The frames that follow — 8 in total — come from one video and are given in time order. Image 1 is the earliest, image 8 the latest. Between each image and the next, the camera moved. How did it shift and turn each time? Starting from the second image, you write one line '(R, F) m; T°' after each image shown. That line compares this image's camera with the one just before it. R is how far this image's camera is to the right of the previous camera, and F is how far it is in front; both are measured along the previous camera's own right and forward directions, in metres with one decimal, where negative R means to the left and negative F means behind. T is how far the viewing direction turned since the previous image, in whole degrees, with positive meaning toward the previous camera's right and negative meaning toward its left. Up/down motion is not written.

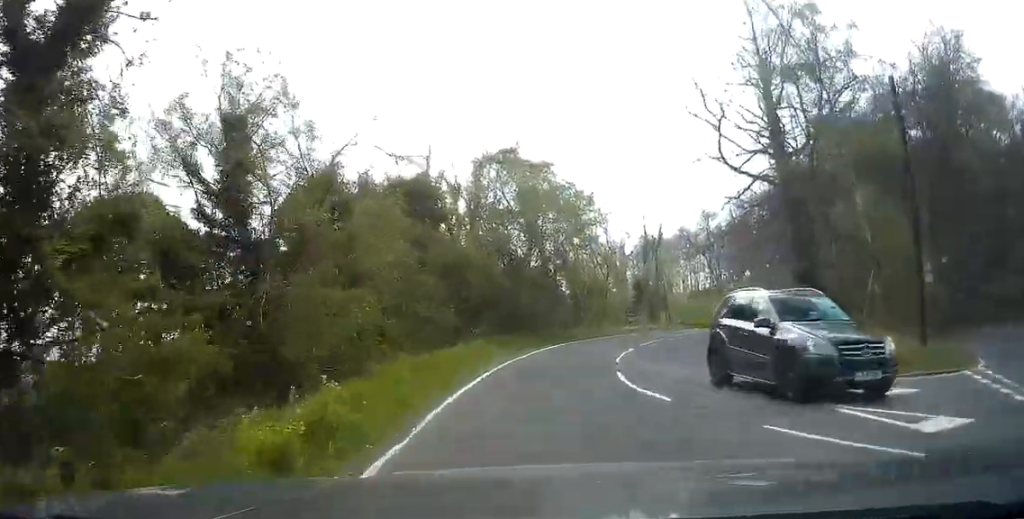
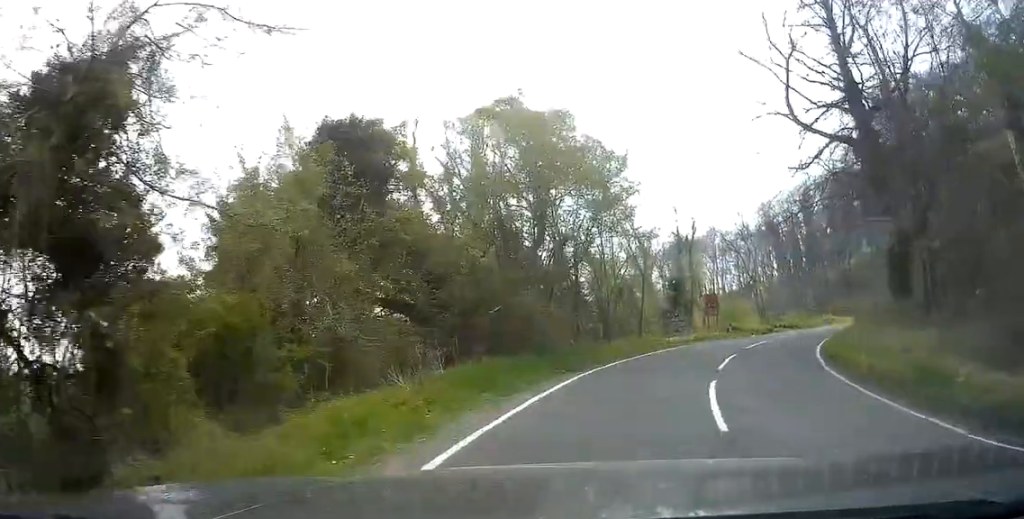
(-1.2, +12.7) m; -16°
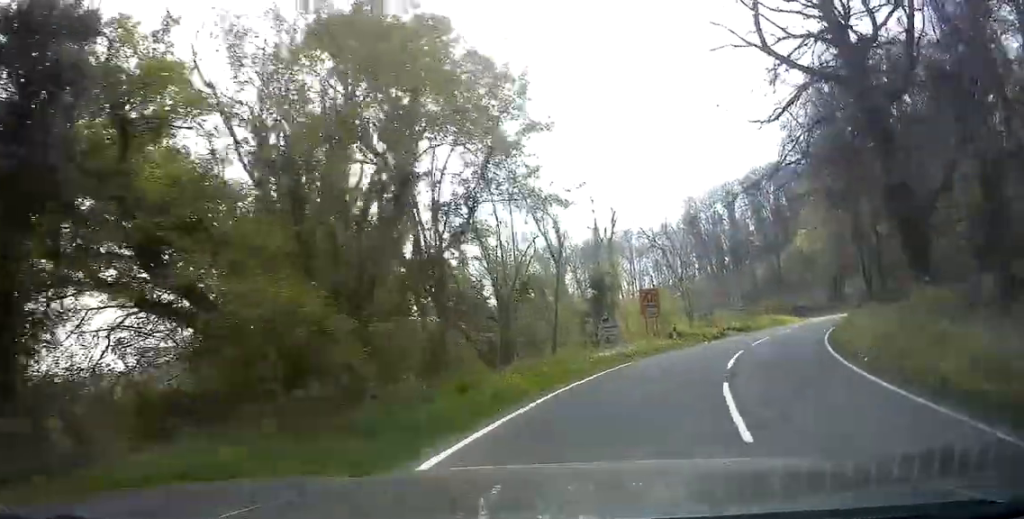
(-2.1, +9.7) m; -4°
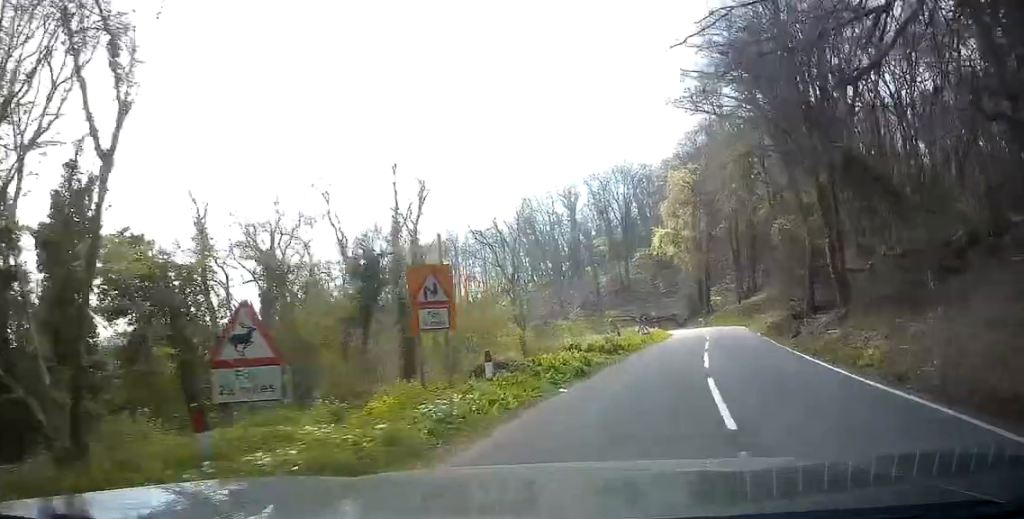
(+2.2, +15.8) m; +9°
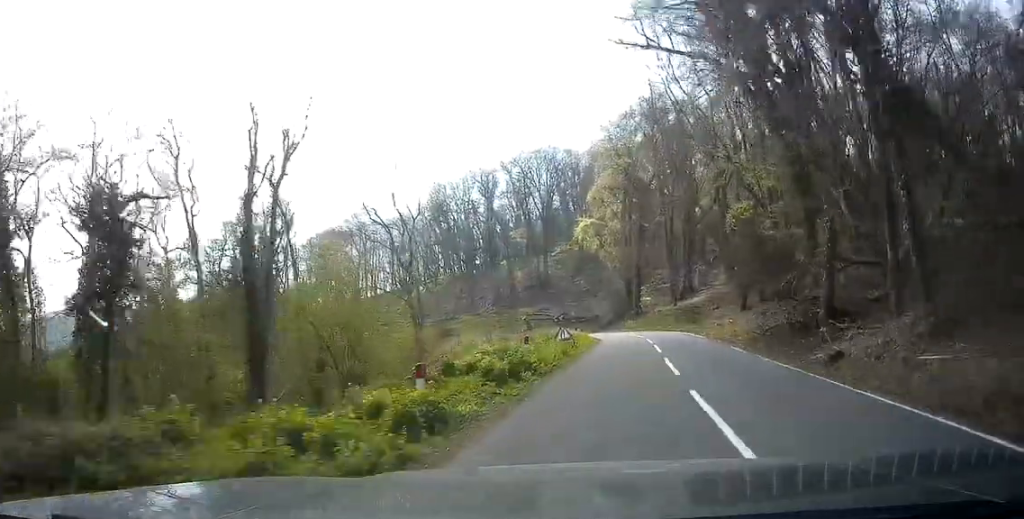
(+0.1, +9.3) m; +4°
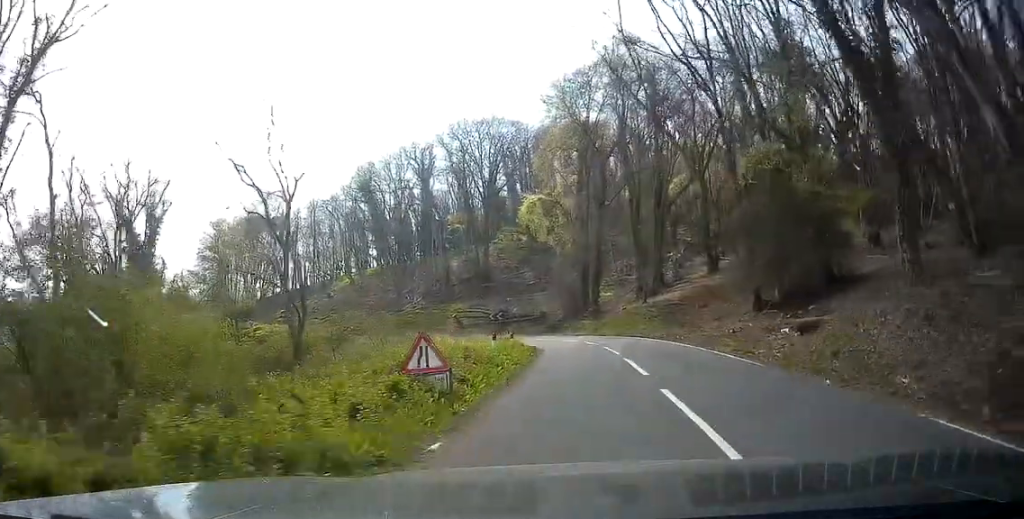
(+1.1, +14.8) m; +9°
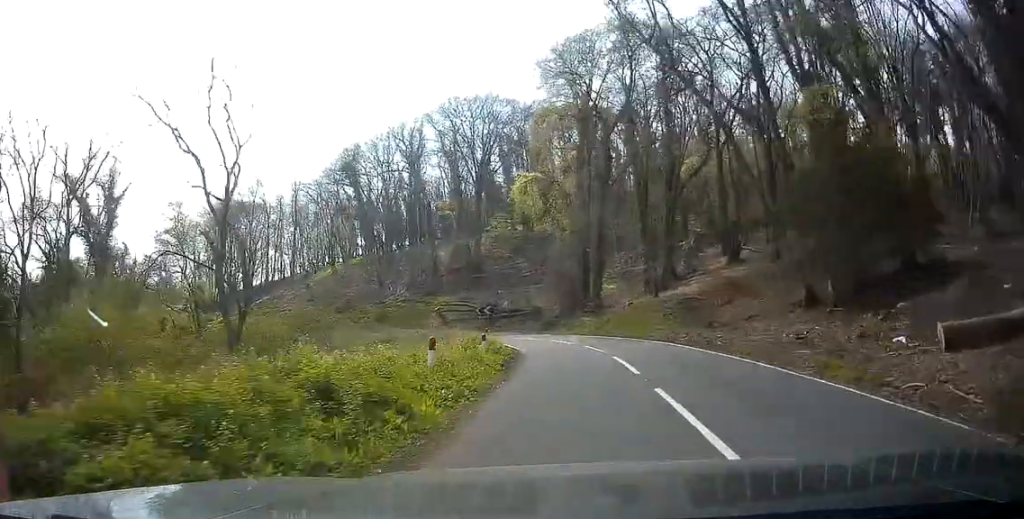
(+0.3, +7.3) m; +3°
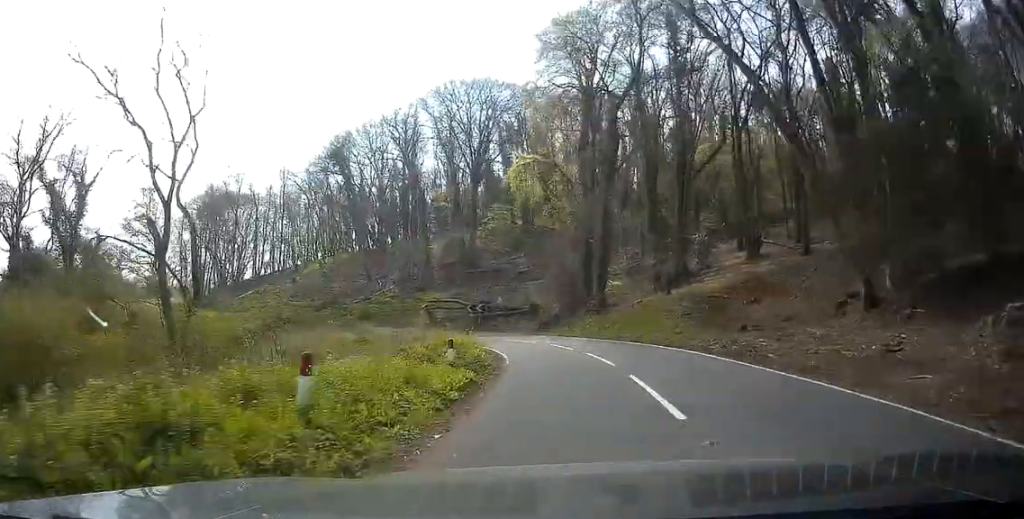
(+0.1, +4.8) m; +1°
